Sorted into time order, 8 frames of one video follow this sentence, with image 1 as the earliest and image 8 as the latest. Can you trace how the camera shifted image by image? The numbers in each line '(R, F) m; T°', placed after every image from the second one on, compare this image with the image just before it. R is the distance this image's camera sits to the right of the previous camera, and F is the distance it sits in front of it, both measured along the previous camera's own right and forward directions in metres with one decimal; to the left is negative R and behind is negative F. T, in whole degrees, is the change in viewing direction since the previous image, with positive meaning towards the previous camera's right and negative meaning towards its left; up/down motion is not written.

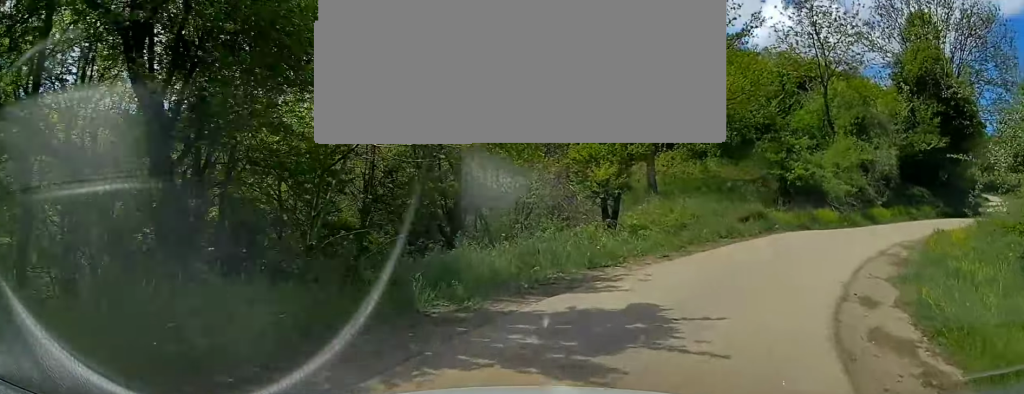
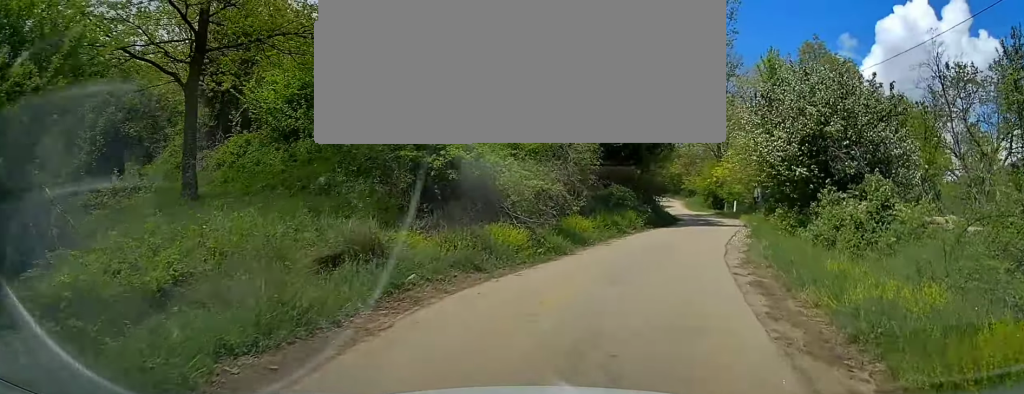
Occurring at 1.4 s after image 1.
(+3.5, +10.0) m; +37°
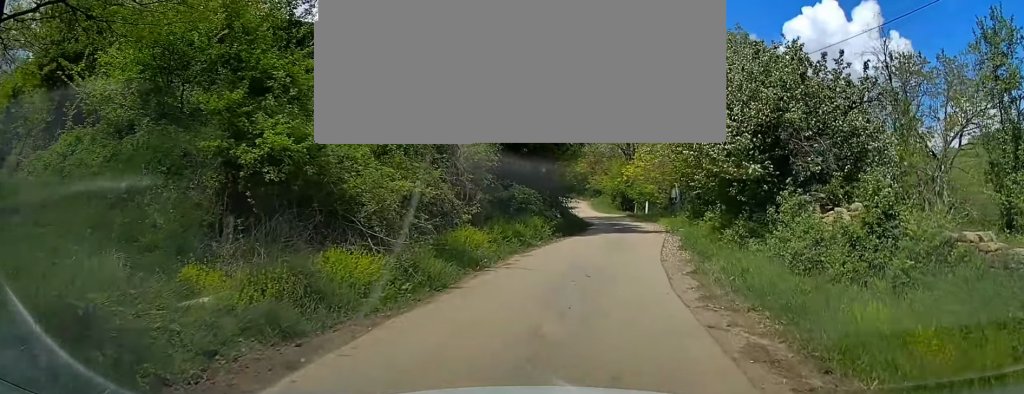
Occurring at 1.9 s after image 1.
(+0.6, +4.2) m; +6°
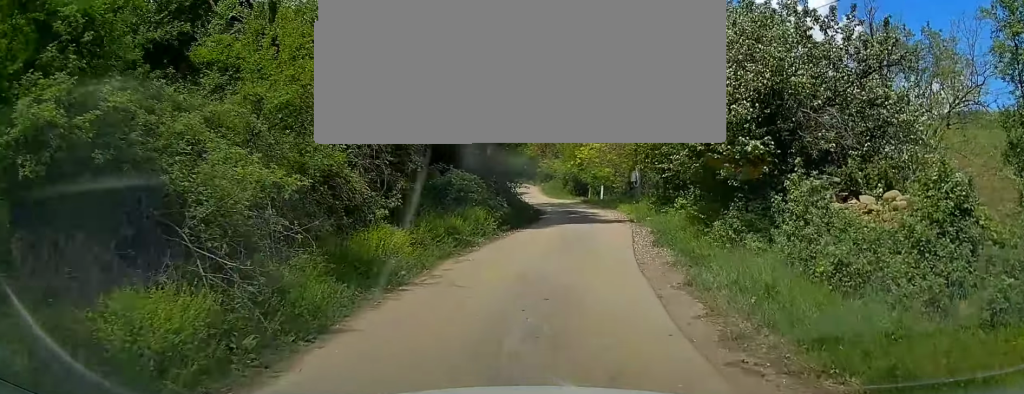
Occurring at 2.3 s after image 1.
(+0.1, +3.4) m; +5°
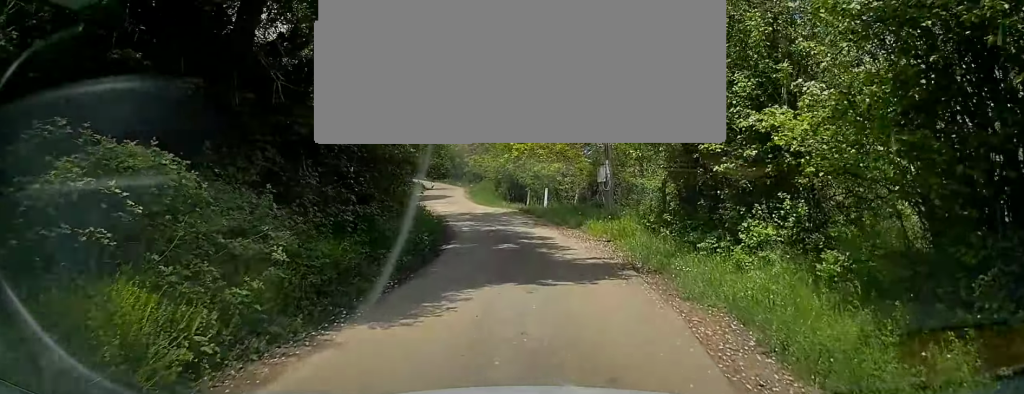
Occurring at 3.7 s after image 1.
(+1.1, +12.8) m; +6°
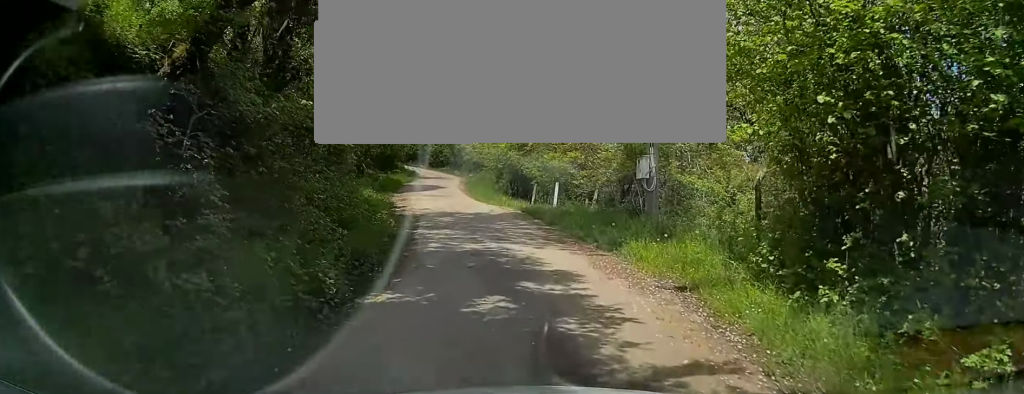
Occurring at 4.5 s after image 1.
(+0.2, +6.8) m; 0°
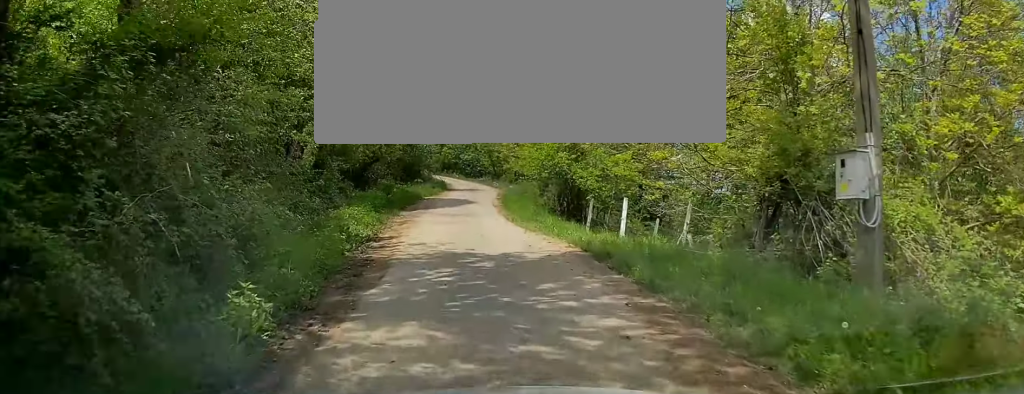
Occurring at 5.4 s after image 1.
(-0.3, +7.9) m; -5°
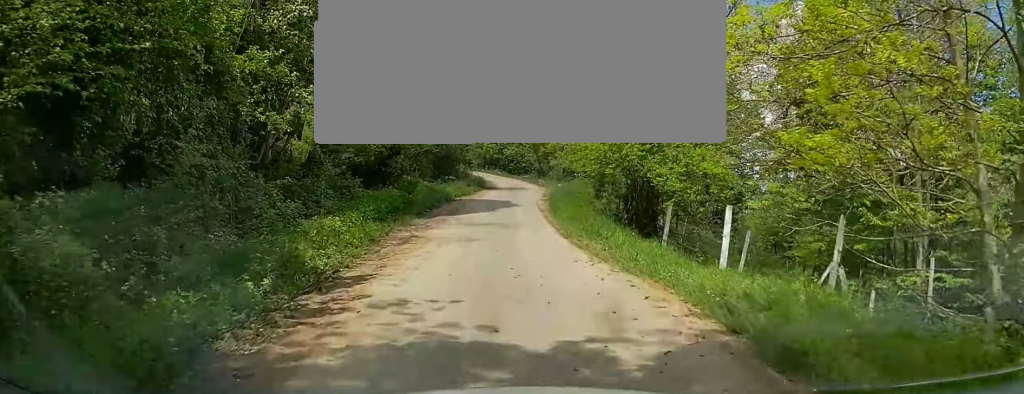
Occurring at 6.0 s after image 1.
(-0.3, +5.7) m; -4°
